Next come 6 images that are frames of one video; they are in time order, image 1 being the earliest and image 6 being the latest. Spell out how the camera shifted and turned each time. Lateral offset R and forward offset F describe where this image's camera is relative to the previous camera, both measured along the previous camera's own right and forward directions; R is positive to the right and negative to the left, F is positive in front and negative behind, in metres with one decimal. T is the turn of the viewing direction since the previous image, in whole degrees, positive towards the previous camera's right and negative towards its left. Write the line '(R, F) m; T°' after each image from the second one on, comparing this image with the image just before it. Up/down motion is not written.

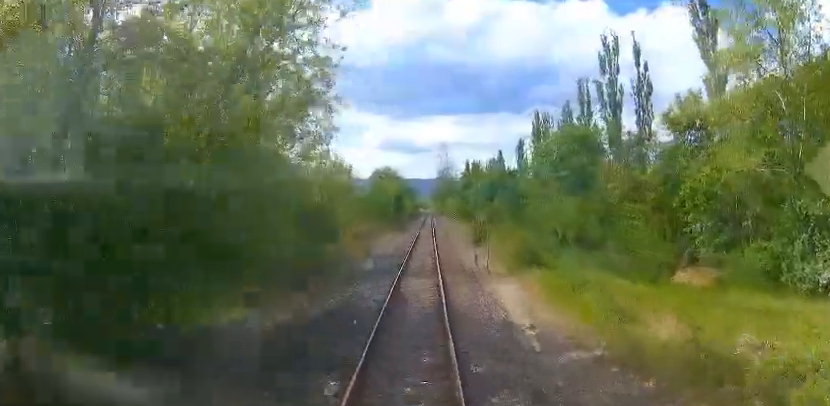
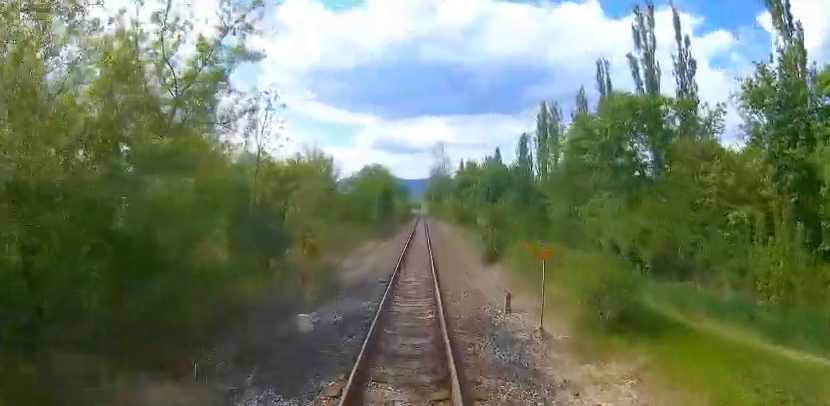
(-0.1, +10.2) m; 0°
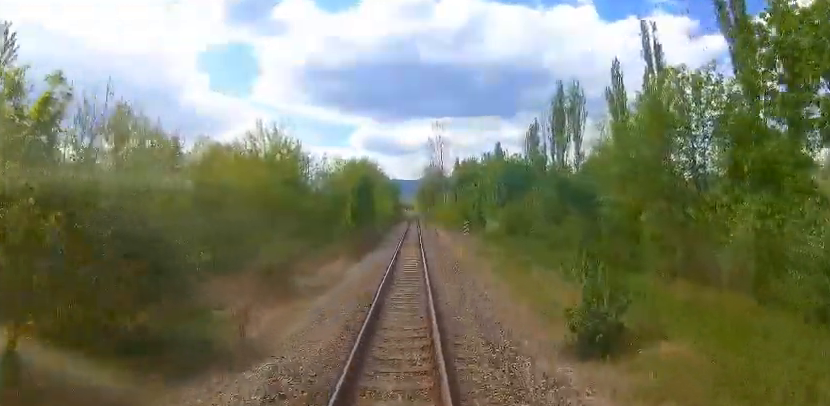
(+0.2, +14.3) m; +1°
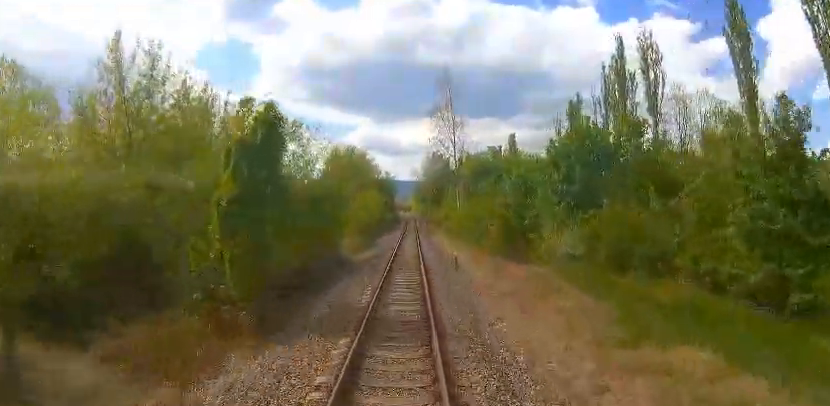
(+0.4, +22.8) m; +2°
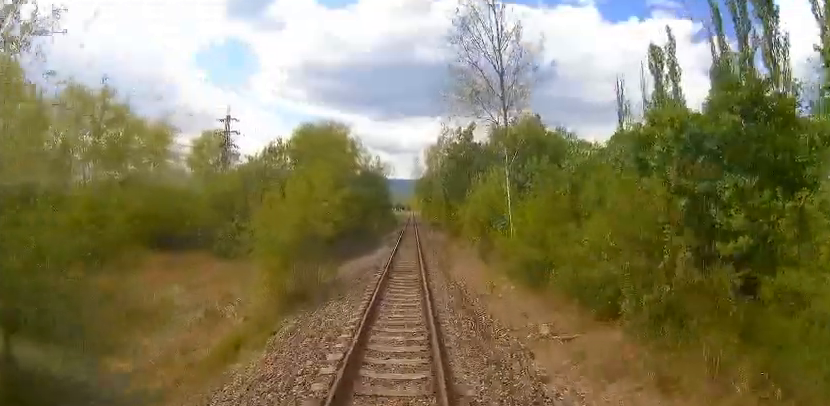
(+0.3, +24.4) m; 0°
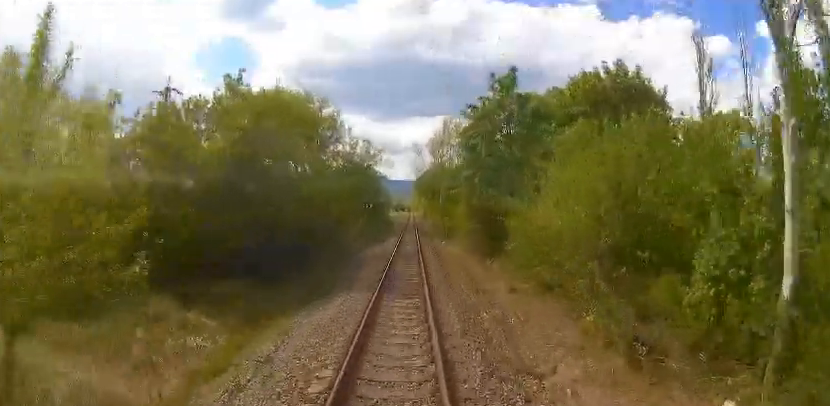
(-0.1, +17.3) m; 0°
